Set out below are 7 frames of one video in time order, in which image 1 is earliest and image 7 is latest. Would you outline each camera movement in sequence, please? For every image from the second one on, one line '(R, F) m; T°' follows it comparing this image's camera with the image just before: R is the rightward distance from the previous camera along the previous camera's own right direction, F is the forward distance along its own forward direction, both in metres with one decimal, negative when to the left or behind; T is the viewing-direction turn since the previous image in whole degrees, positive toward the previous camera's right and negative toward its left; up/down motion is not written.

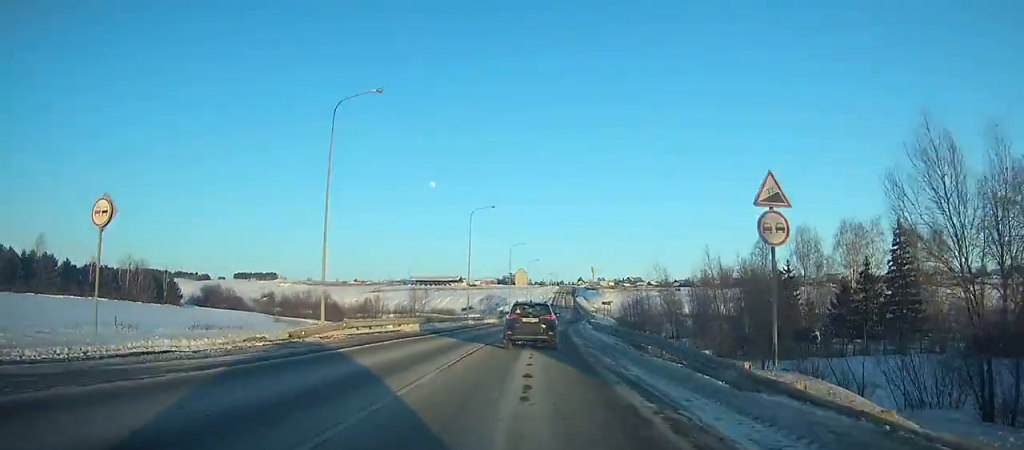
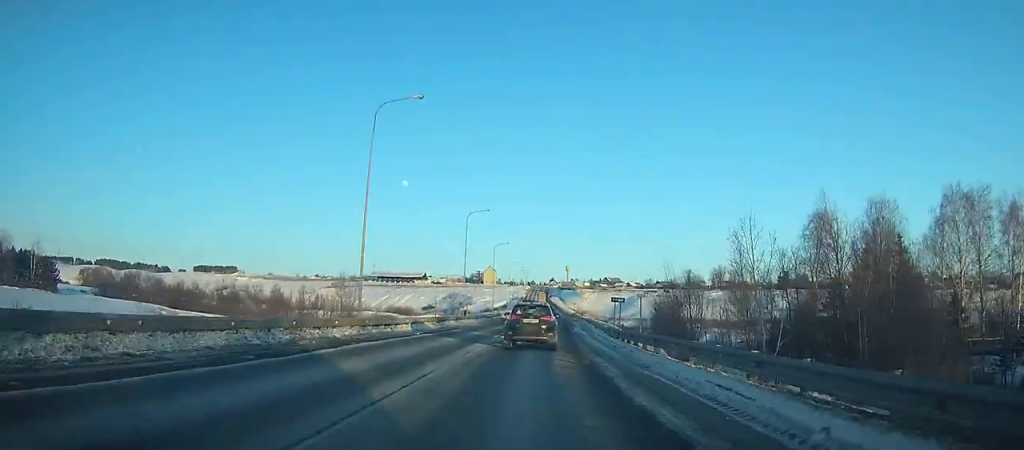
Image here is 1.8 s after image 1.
(+0.6, +32.9) m; +2°
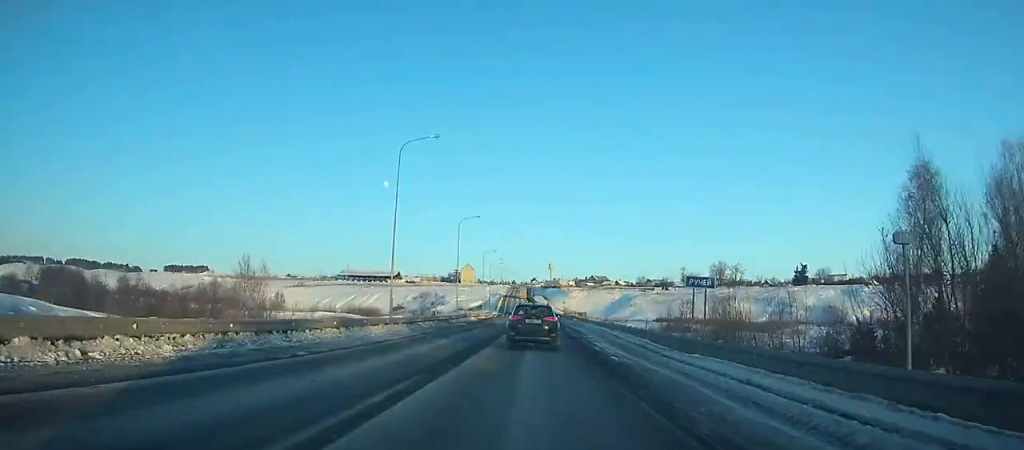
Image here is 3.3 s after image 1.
(+0.2, +27.7) m; +2°
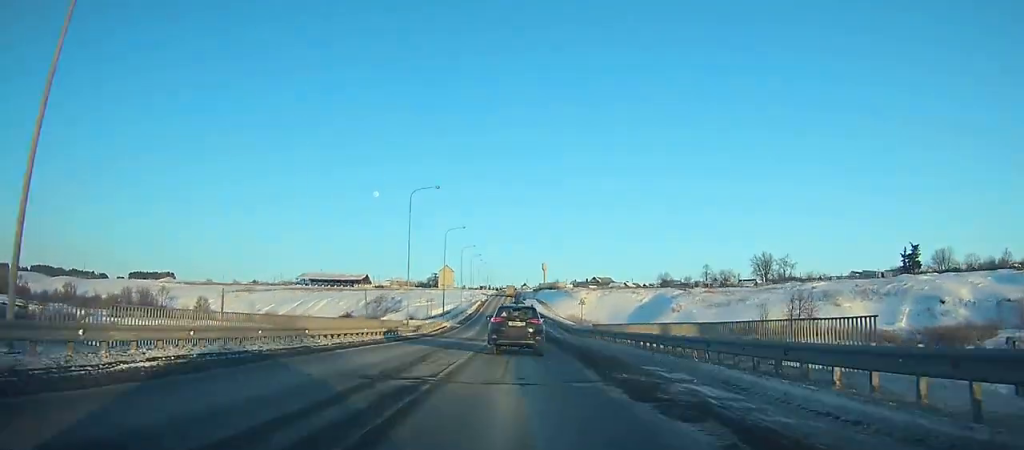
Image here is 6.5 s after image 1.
(+1.4, +60.1) m; +1°
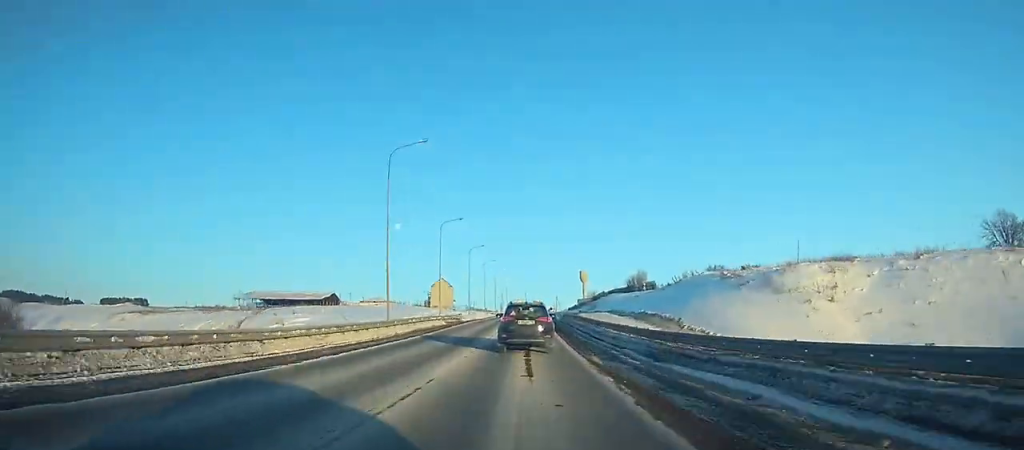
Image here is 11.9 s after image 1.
(-1.3, +102.6) m; -1°
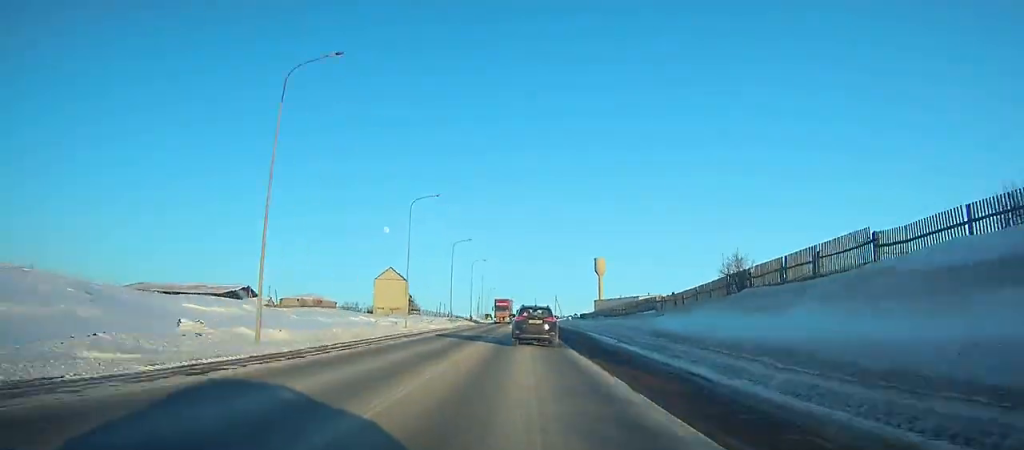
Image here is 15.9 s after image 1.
(0.0, +75.3) m; 0°
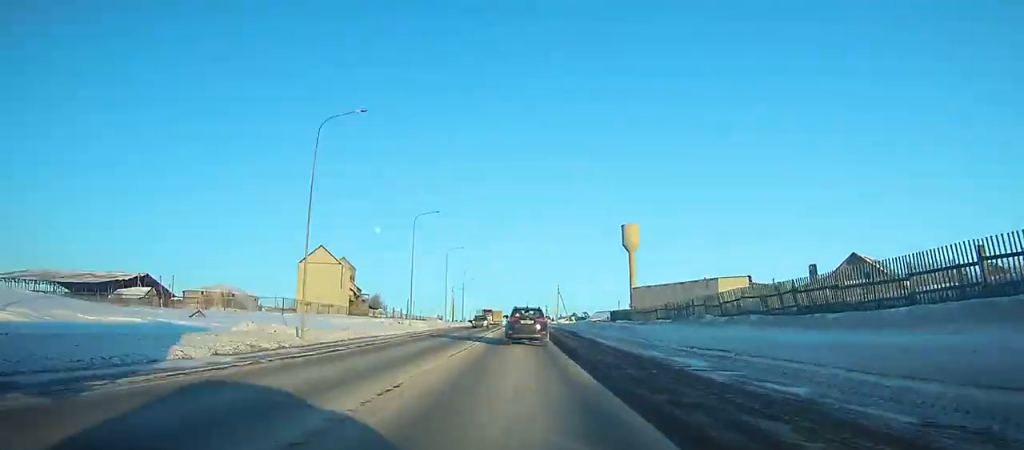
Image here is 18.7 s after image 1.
(+0.5, +52.1) m; -2°
